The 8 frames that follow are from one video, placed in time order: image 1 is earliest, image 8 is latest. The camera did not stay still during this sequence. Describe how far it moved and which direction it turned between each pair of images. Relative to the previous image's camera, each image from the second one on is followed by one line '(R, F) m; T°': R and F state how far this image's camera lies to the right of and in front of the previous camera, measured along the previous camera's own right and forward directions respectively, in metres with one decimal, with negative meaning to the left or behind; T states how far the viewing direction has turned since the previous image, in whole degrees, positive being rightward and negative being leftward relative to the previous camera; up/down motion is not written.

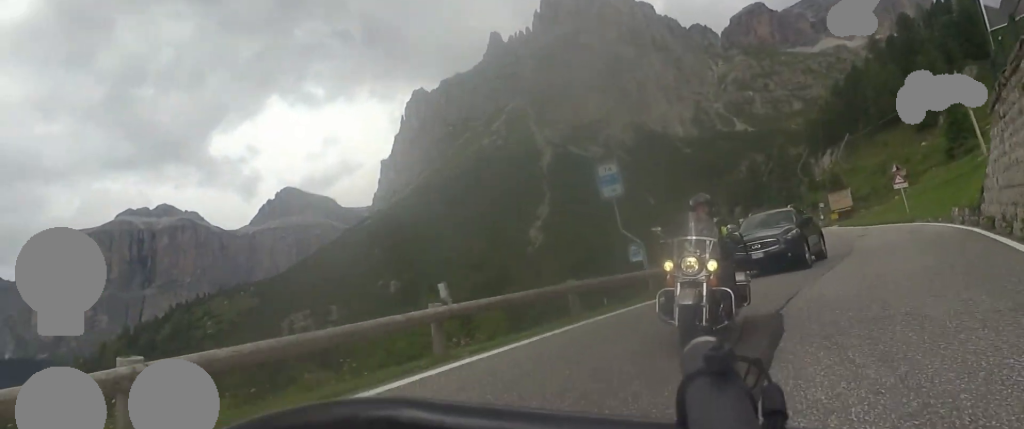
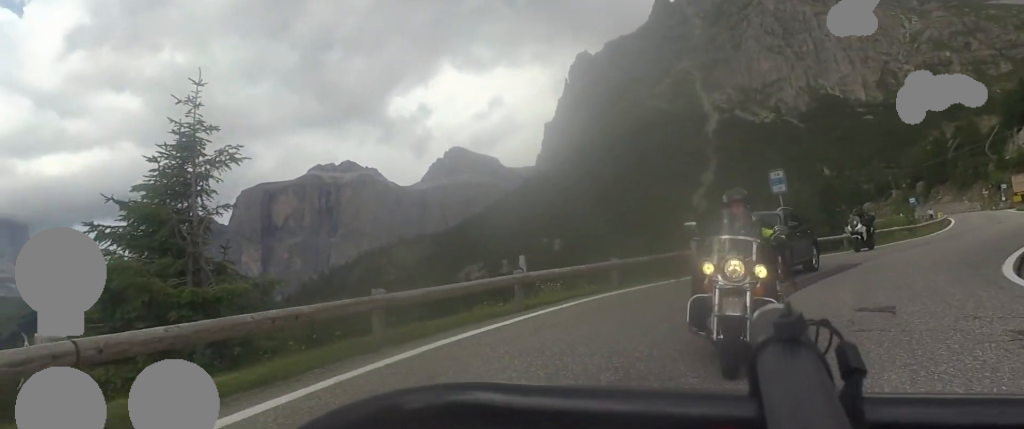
(+0.3, +9.8) m; +4°
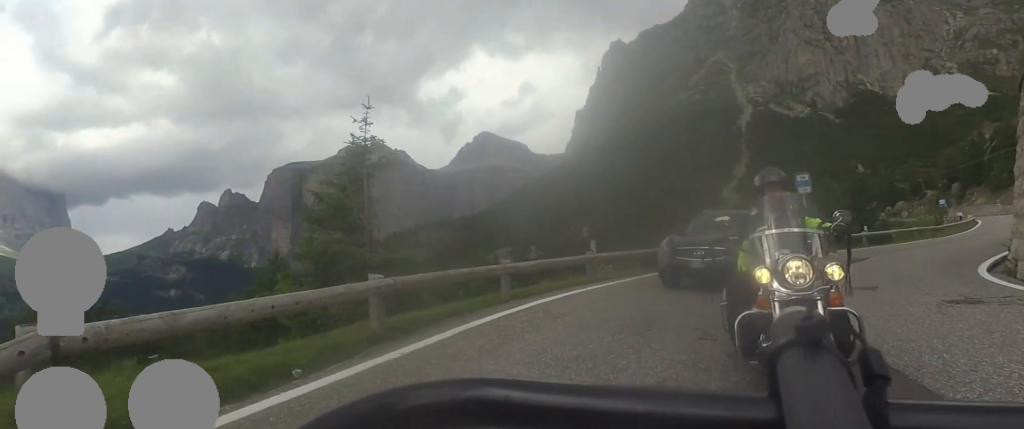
(+0.3, +3.6) m; -5°
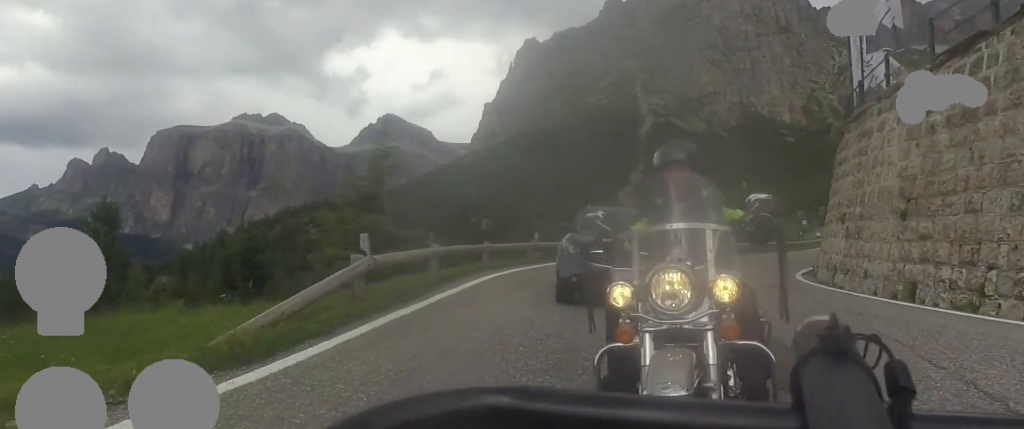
(-1.2, +5.9) m; +3°
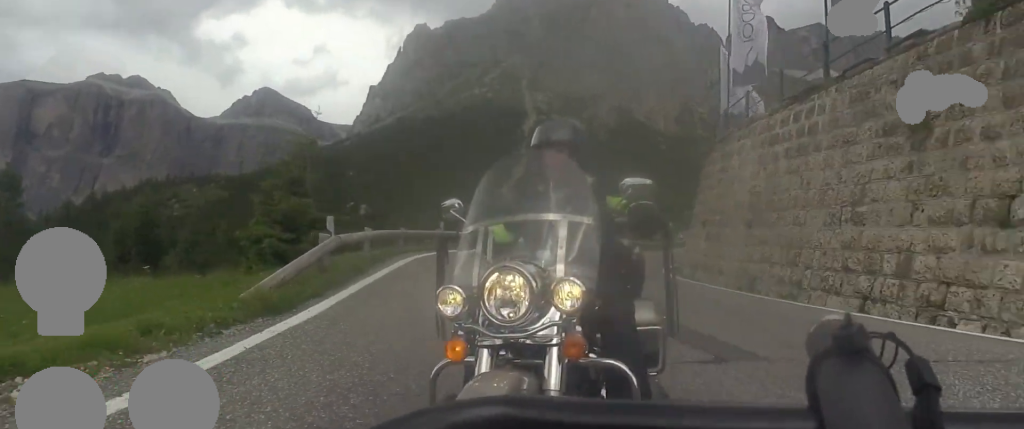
(+0.6, +2.8) m; +18°
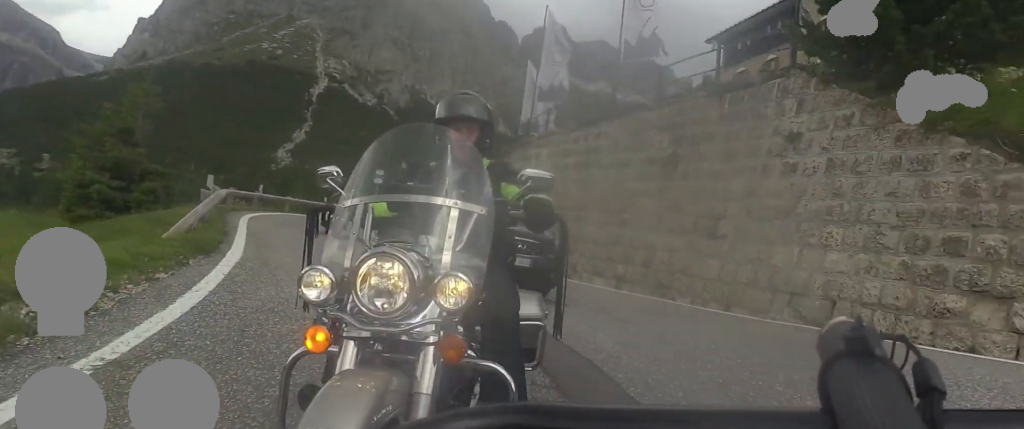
(+0.6, +3.3) m; +20°
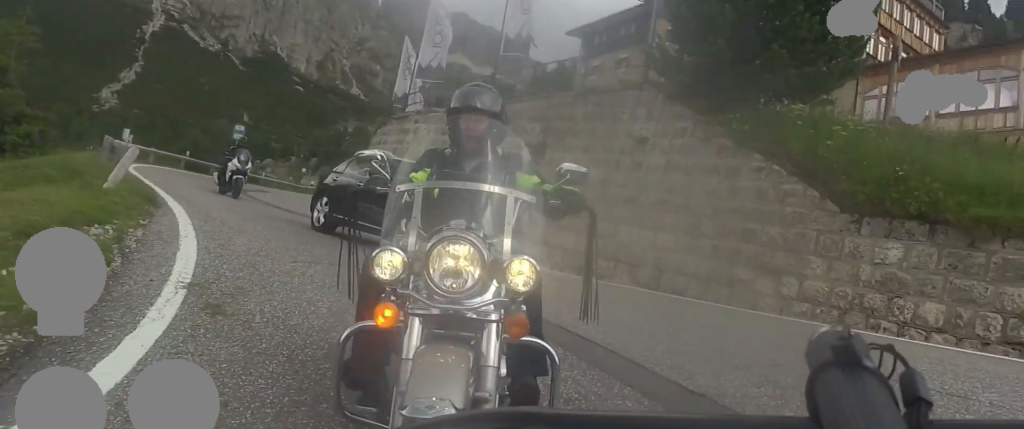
(-0.2, +2.1) m; +12°
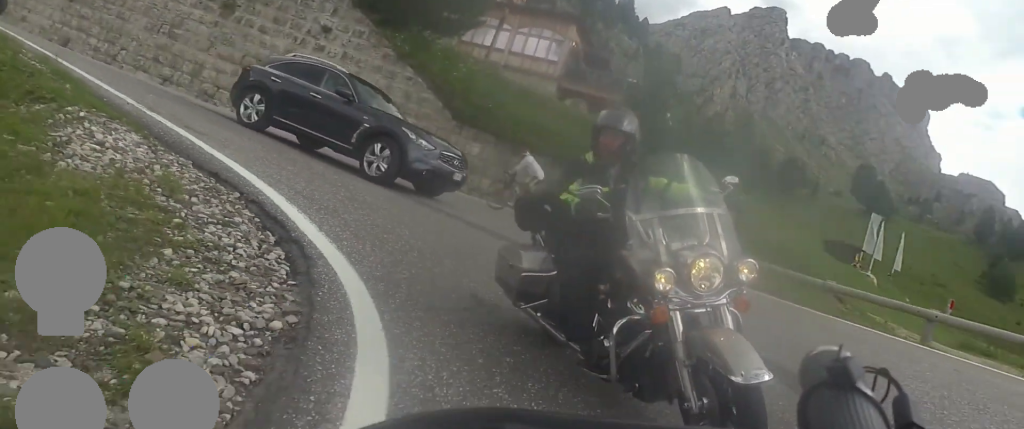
(+2.0, +5.0) m; +43°
